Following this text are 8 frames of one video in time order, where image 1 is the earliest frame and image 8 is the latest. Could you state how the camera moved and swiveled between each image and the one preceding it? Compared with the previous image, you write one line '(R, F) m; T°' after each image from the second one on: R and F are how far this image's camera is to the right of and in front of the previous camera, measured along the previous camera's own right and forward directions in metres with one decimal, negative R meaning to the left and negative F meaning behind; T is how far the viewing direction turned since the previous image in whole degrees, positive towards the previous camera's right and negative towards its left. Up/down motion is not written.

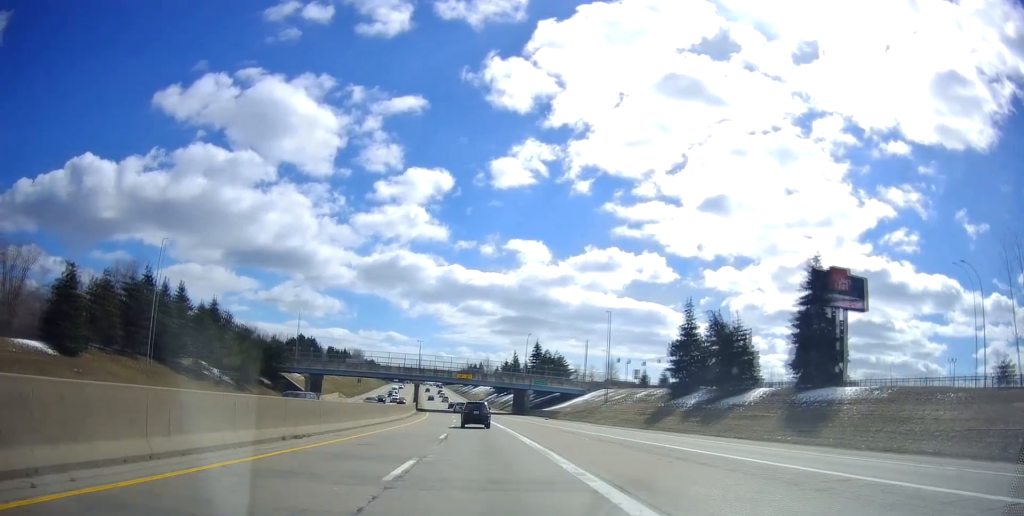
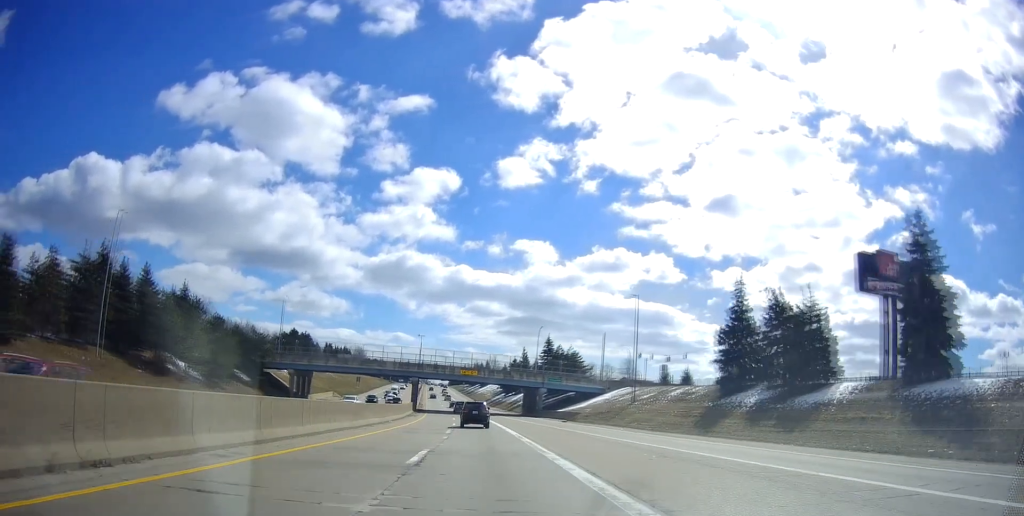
(-0.1, +11.3) m; -1°
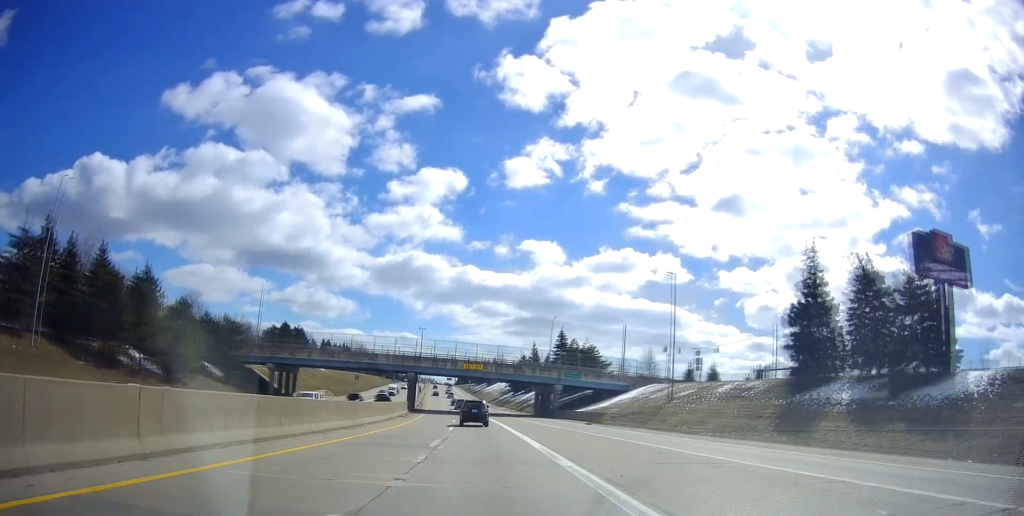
(-0.2, +11.3) m; 0°
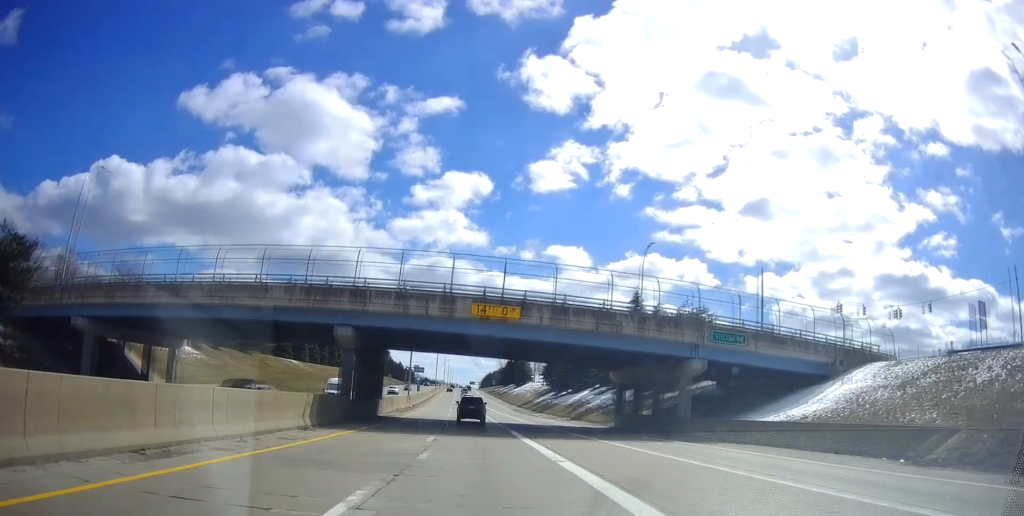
(-0.1, +43.5) m; 0°
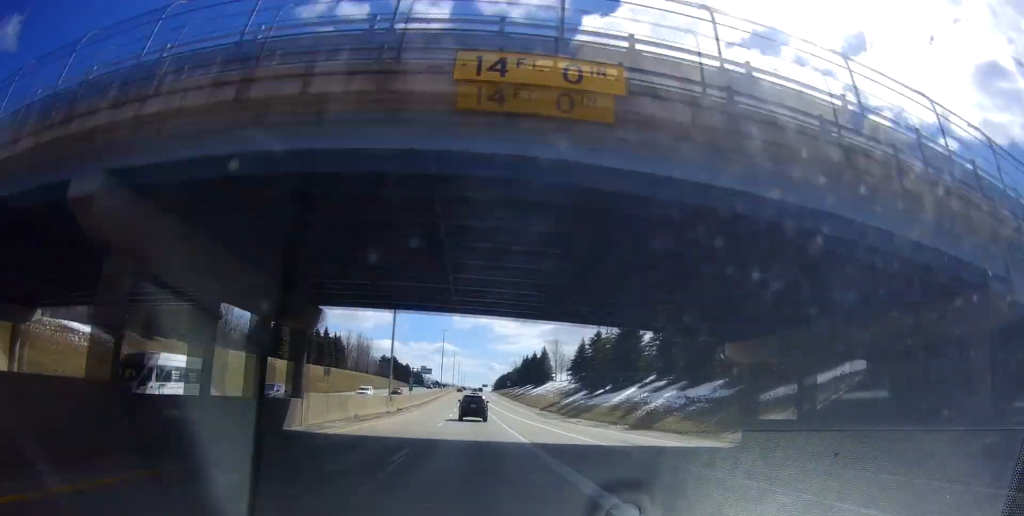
(-0.2, +21.8) m; -2°
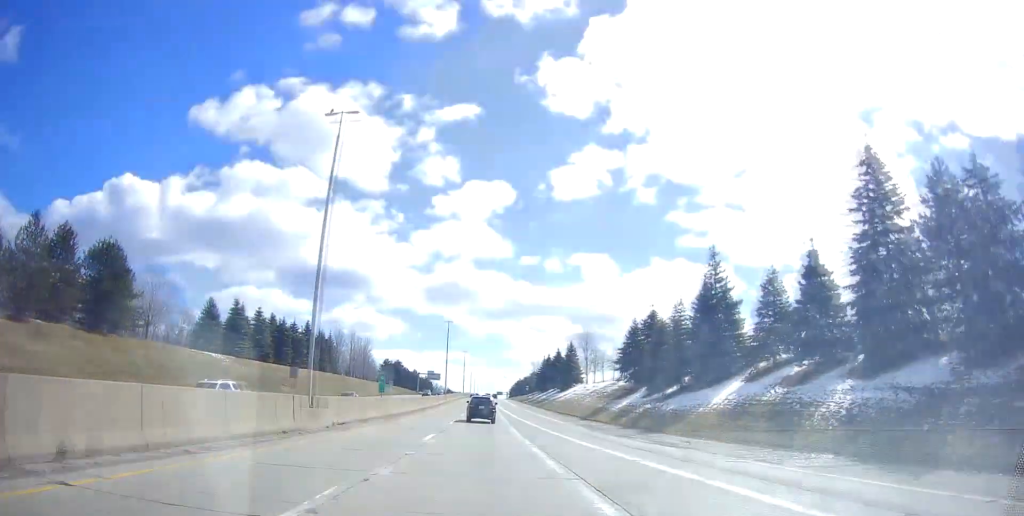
(-0.5, +25.9) m; -2°
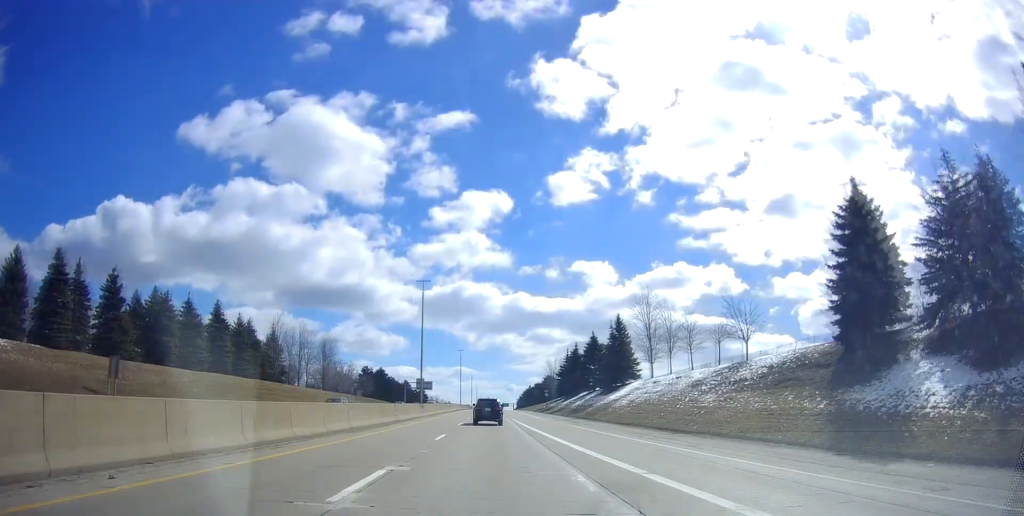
(-0.8, +44.3) m; -1°
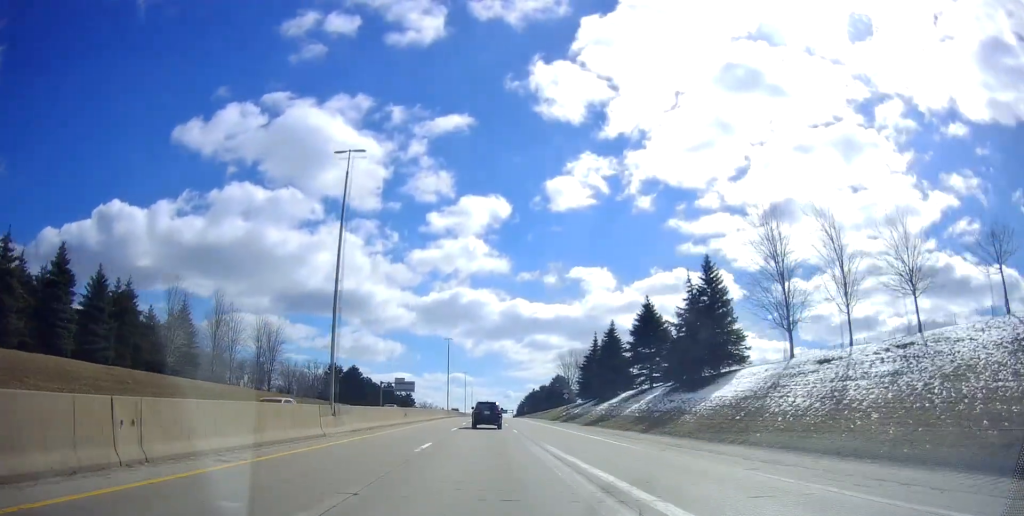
(0.0, +35.5) m; 0°
